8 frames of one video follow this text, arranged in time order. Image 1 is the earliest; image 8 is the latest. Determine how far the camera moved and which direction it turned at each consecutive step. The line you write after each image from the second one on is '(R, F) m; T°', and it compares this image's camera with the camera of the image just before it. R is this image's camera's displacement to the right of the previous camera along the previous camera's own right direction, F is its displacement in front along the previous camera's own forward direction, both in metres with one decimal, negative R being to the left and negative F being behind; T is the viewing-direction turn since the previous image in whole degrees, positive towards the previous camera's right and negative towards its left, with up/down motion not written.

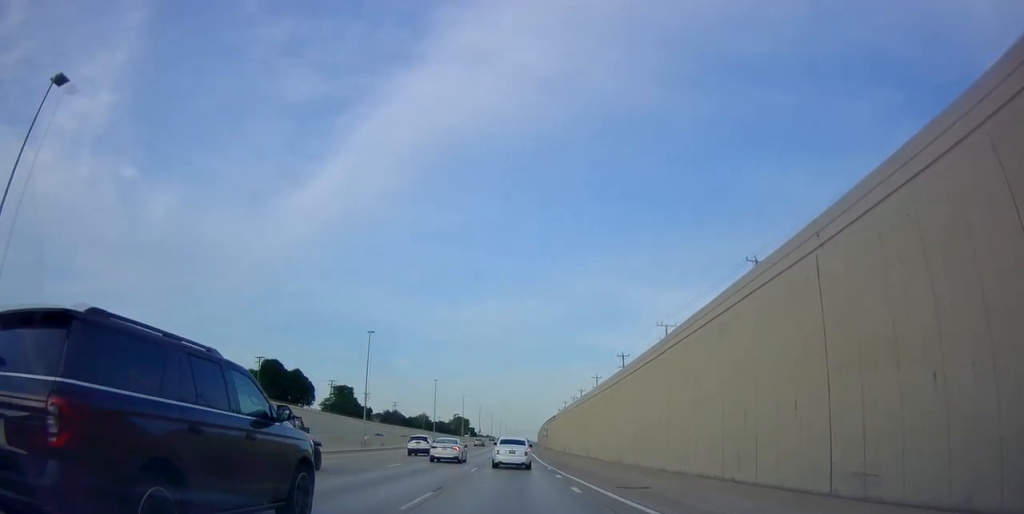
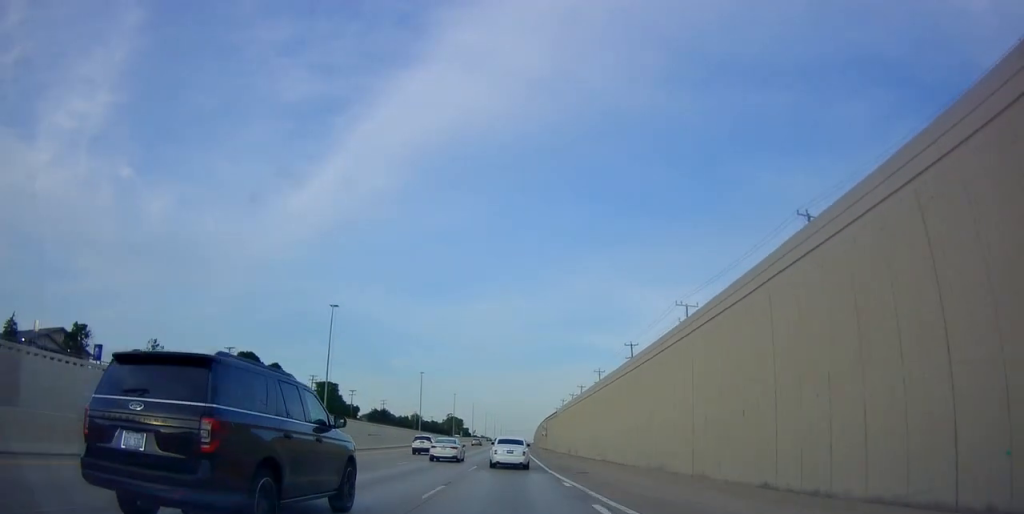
(-0.2, +13.0) m; +1°
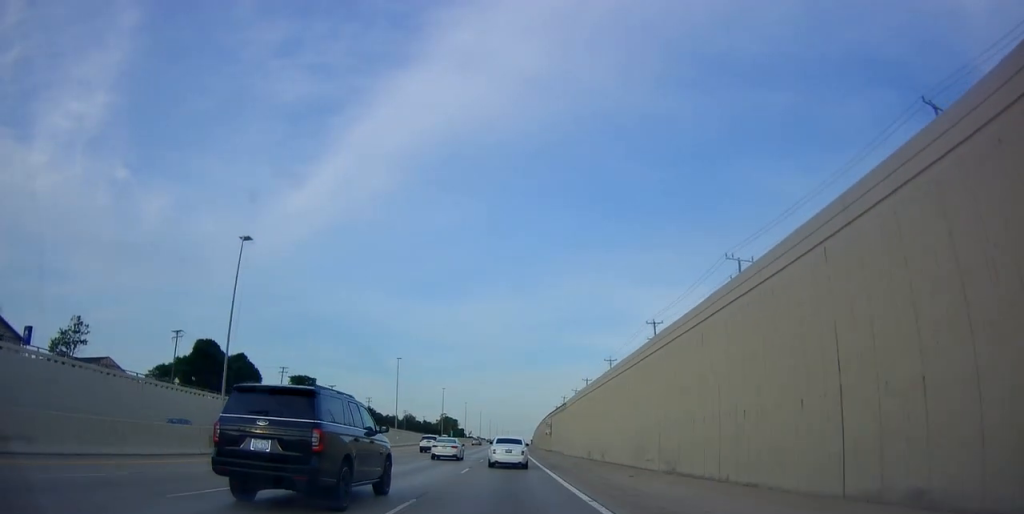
(+0.6, +19.8) m; 0°
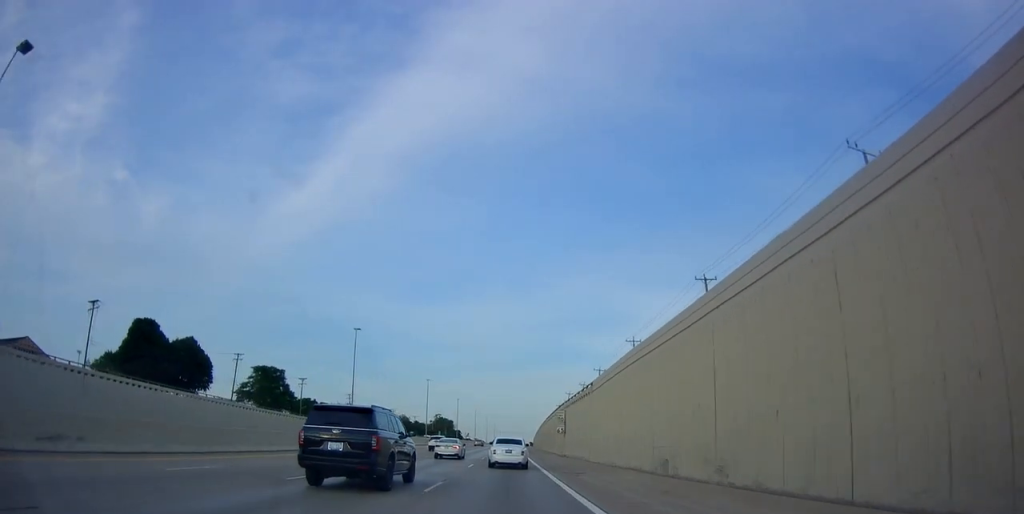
(0.0, +24.5) m; 0°
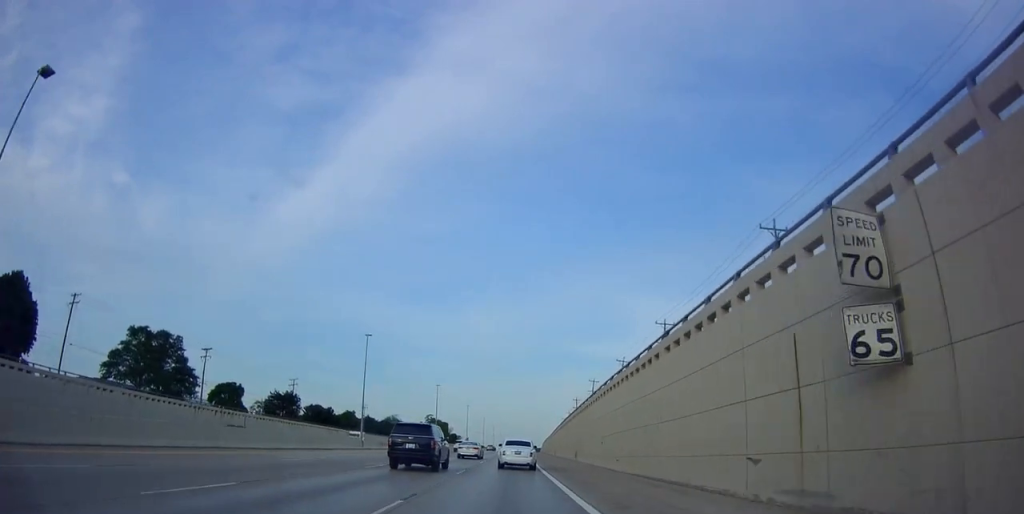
(+0.3, +53.7) m; +3°
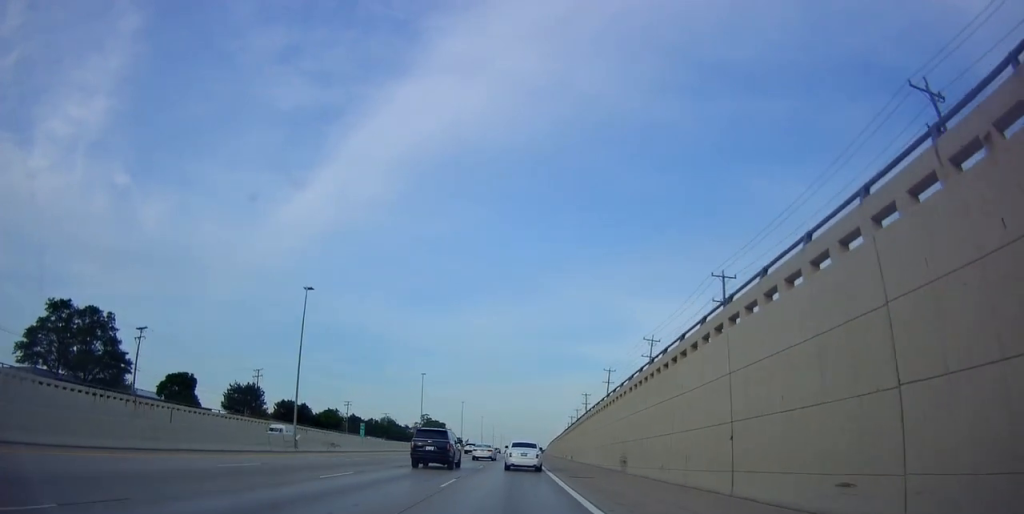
(+0.8, +21.8) m; 0°
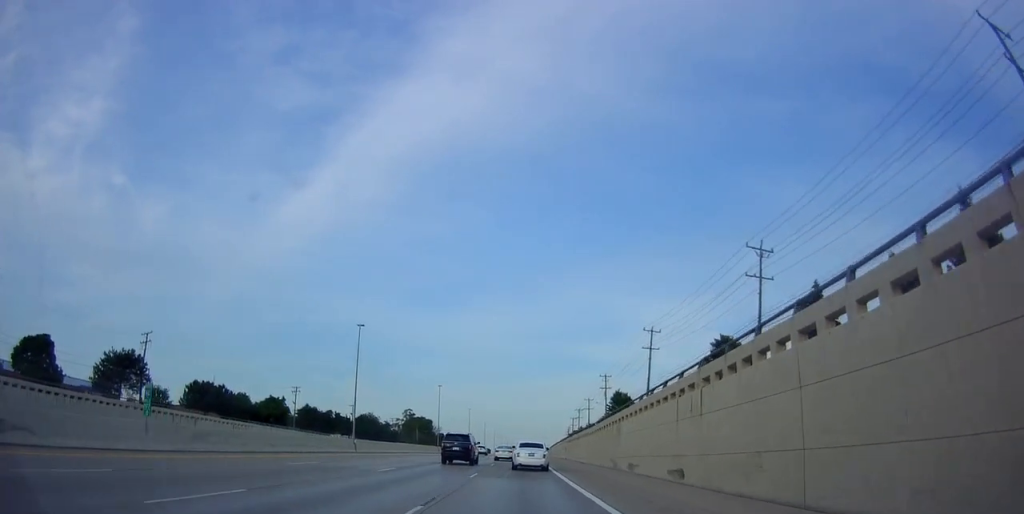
(-1.5, +40.3) m; -2°
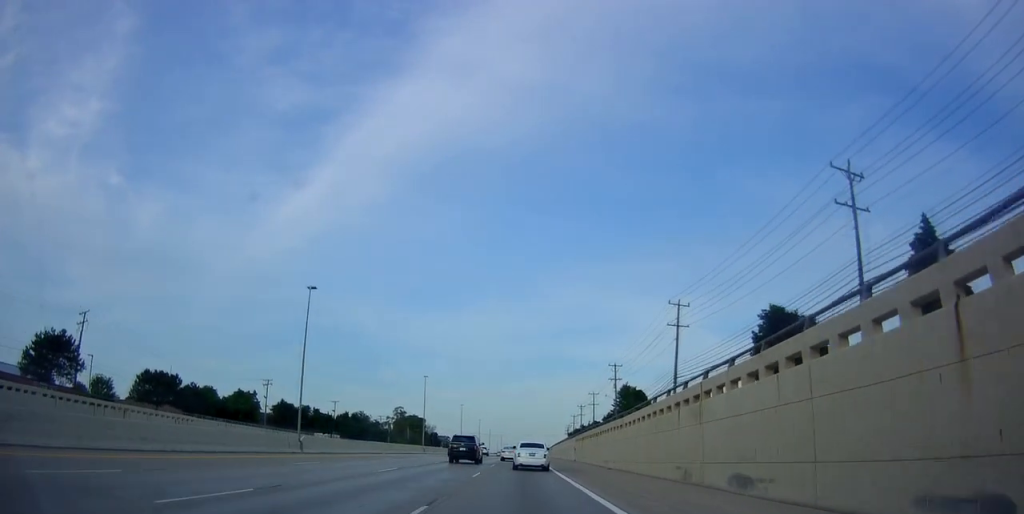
(-0.1, +14.9) m; +1°
